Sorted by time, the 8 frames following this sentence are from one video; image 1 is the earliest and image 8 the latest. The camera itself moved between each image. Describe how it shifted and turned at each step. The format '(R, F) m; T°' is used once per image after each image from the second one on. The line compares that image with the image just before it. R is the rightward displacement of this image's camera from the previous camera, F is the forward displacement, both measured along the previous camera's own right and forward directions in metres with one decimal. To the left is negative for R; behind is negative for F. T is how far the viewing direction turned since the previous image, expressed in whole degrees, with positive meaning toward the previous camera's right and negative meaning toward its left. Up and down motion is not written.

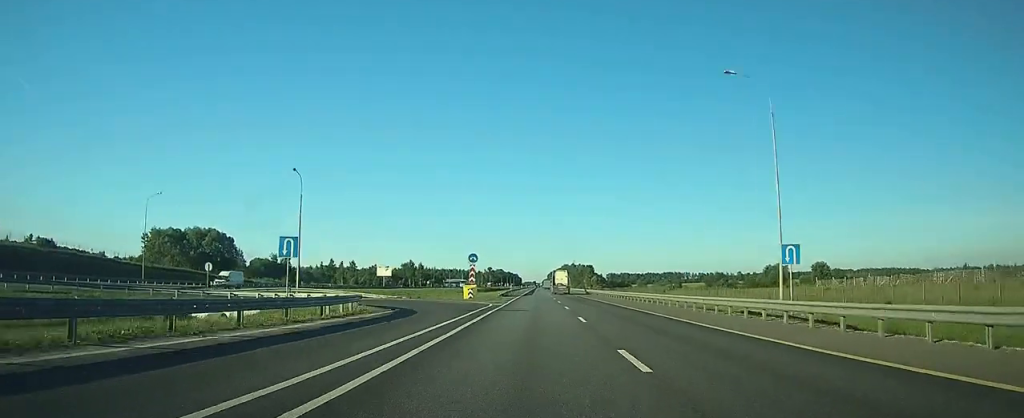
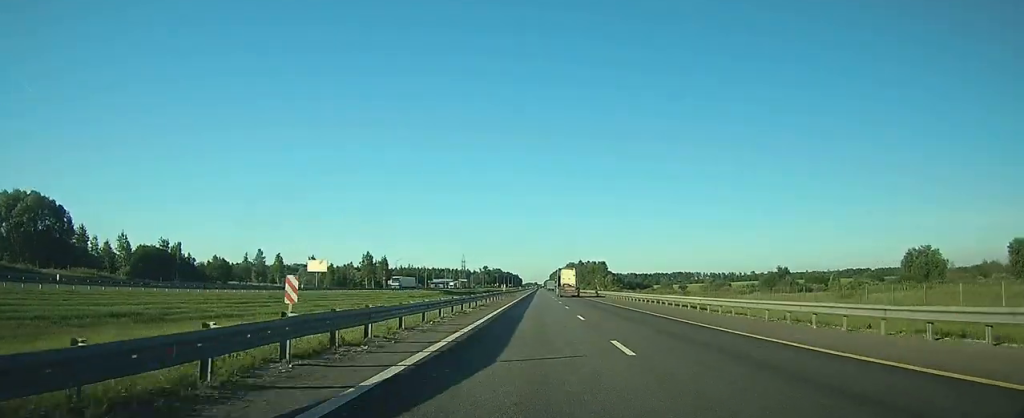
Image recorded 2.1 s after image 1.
(-0.2, +69.7) m; -1°
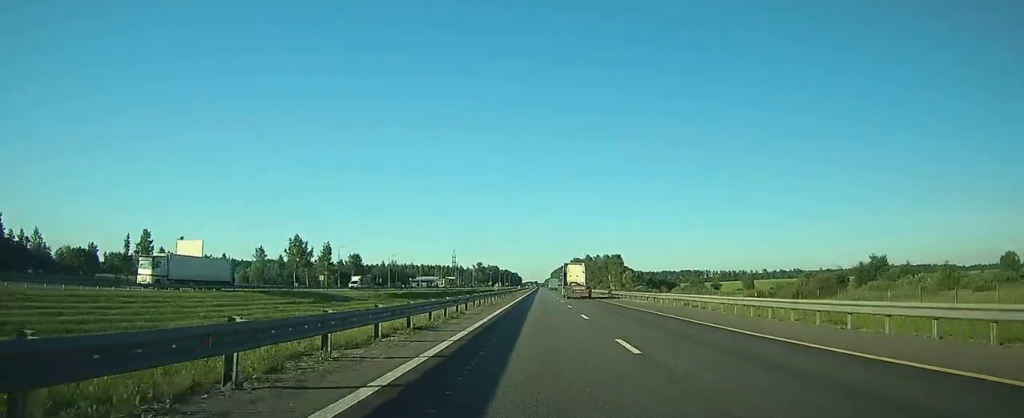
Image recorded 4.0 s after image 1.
(-0.2, +59.7) m; 0°
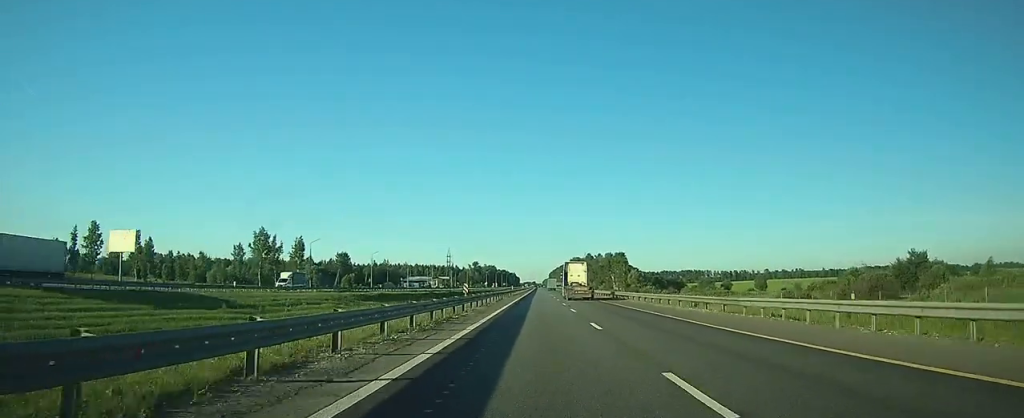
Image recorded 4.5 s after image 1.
(0.0, +17.4) m; 0°
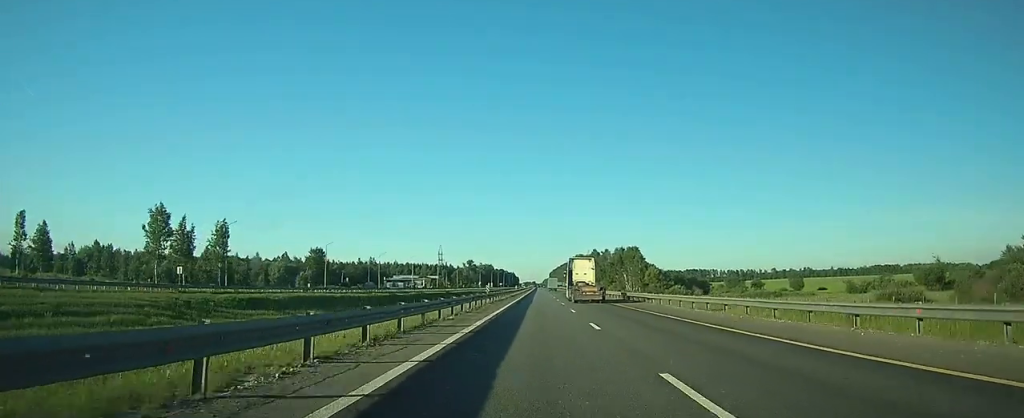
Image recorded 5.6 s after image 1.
(+0.1, +35.9) m; 0°
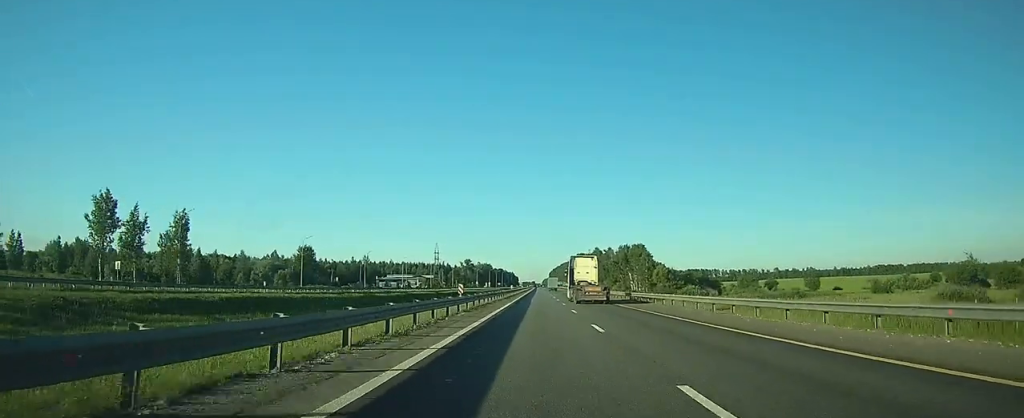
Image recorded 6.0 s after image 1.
(0.0, +13.1) m; 0°
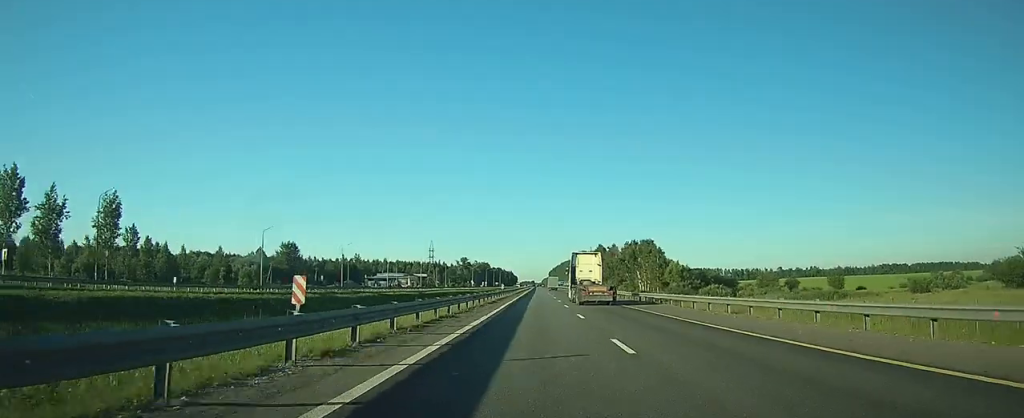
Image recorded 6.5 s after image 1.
(+0.1, +17.4) m; 0°
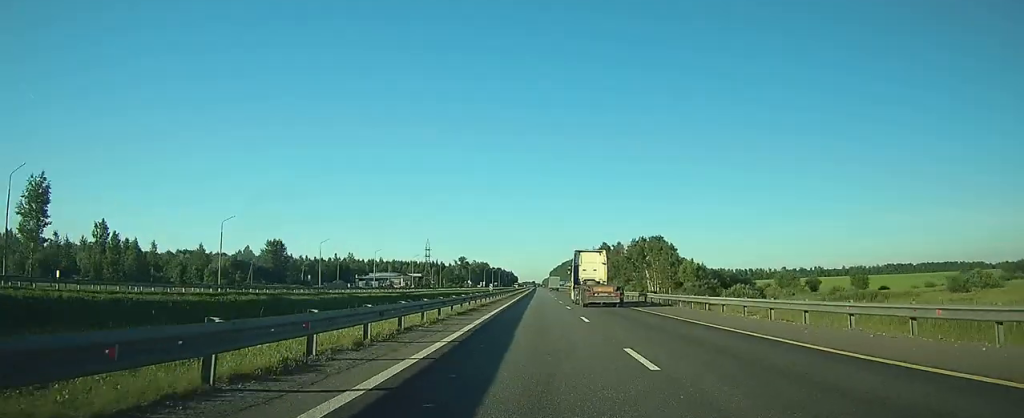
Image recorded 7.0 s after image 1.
(0.0, +14.1) m; 0°
